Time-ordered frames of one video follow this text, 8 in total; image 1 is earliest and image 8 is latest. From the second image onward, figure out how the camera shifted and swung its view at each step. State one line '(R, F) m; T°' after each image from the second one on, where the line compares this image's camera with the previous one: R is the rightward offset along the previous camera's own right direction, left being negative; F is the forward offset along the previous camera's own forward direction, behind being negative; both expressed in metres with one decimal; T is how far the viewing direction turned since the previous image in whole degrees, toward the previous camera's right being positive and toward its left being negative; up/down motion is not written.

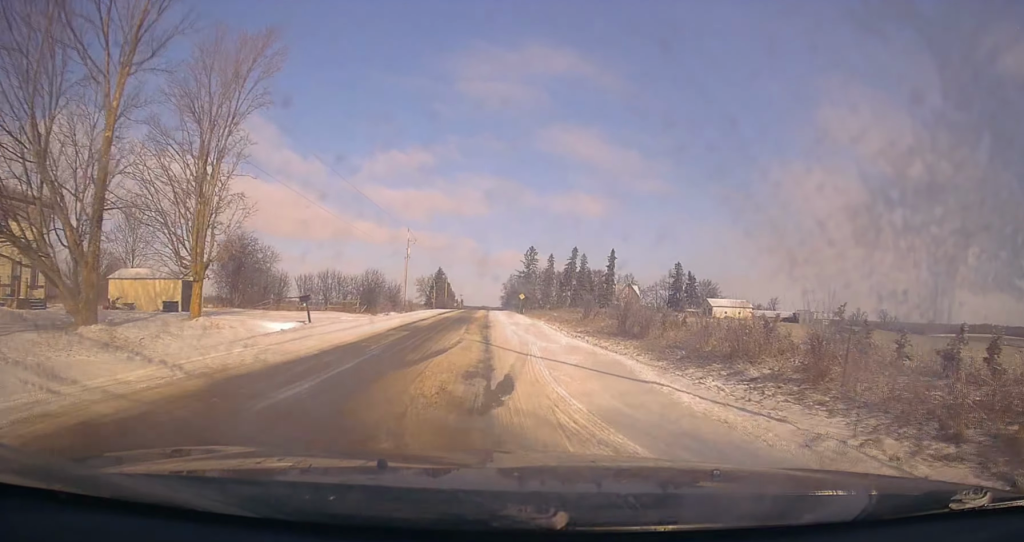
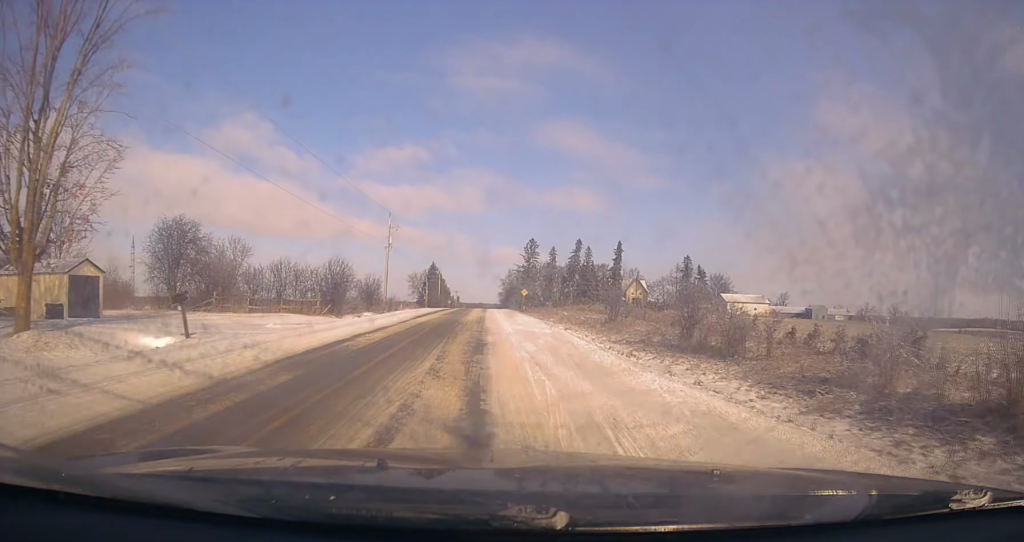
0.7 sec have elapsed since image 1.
(0.0, +11.9) m; 0°
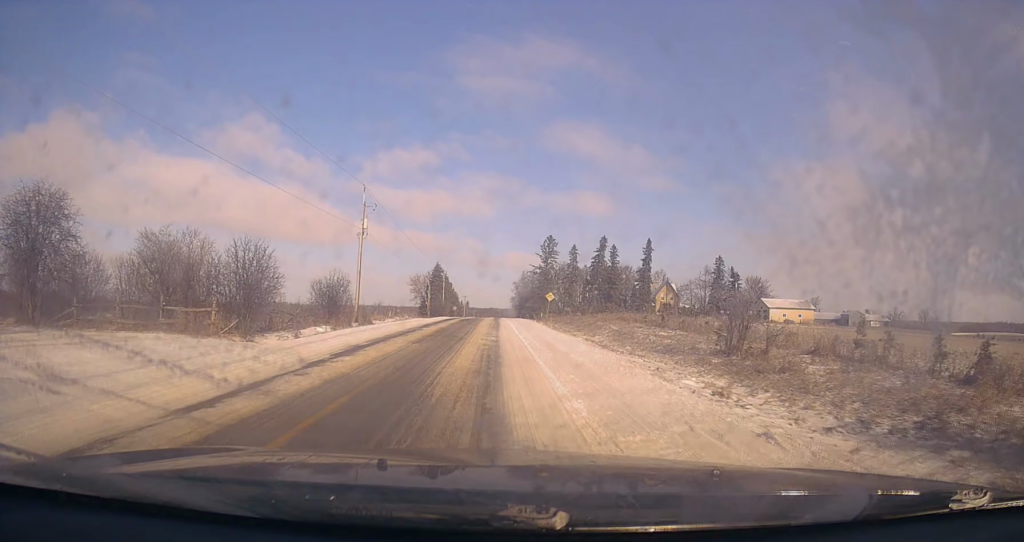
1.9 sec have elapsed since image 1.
(+0.3, +18.2) m; -1°
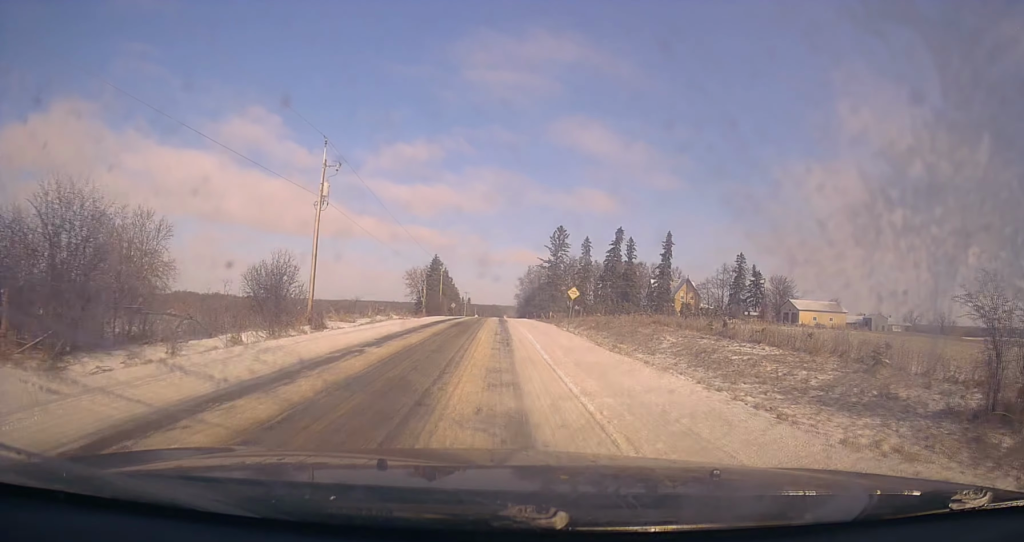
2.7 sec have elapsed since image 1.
(-0.3, +12.8) m; -2°
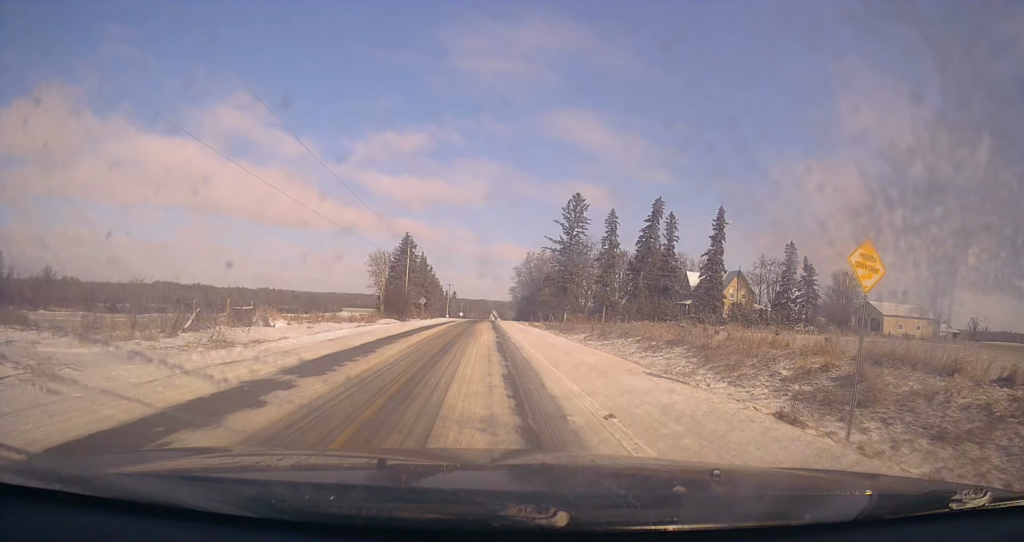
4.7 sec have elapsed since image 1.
(0.0, +32.4) m; 0°
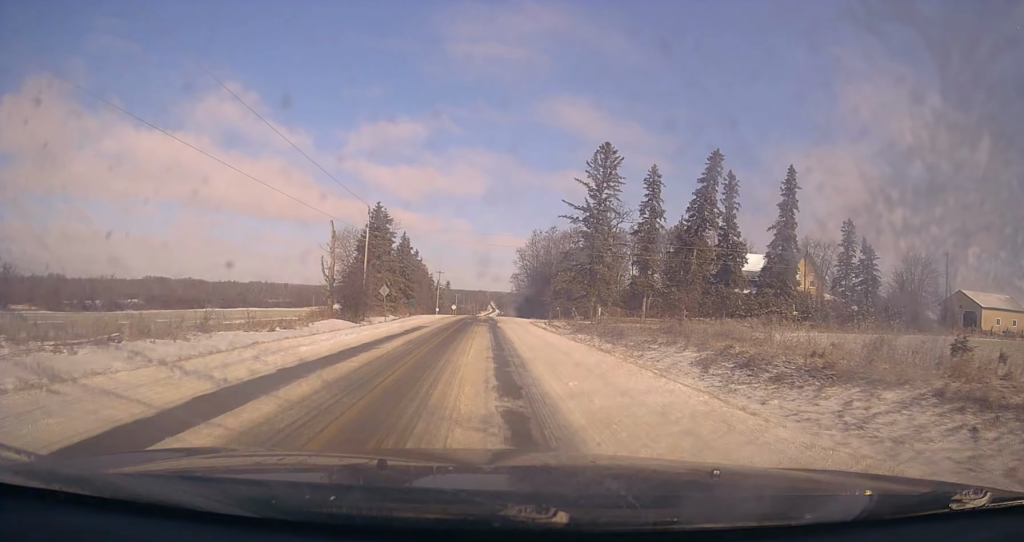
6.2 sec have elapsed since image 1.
(+0.4, +22.9) m; +2°
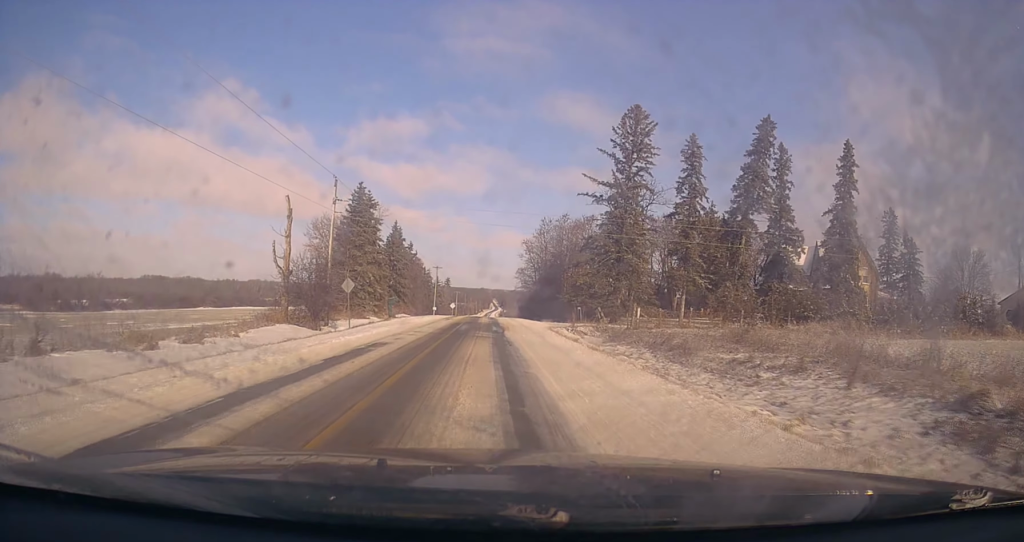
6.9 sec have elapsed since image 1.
(+0.1, +11.3) m; 0°
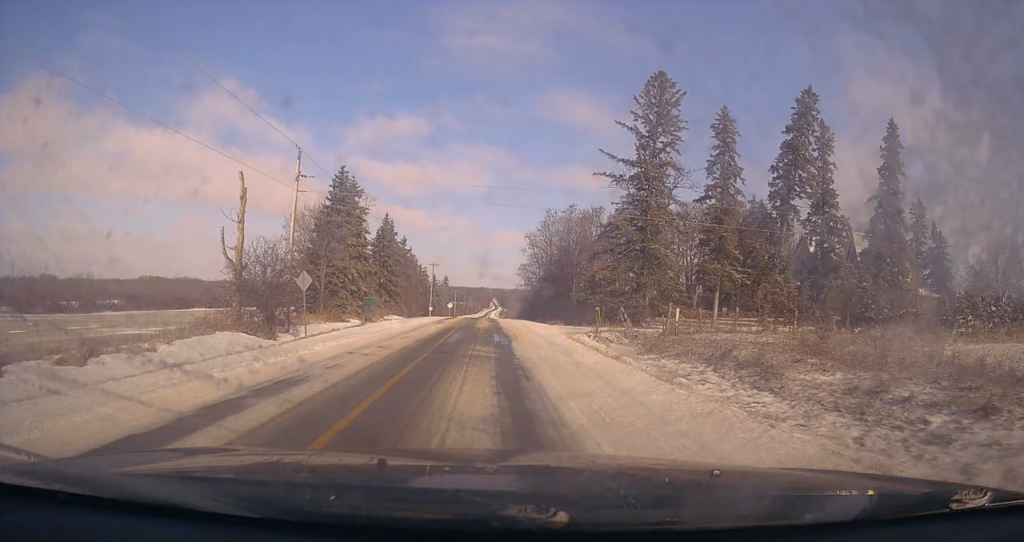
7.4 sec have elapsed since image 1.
(+0.1, +7.8) m; 0°
